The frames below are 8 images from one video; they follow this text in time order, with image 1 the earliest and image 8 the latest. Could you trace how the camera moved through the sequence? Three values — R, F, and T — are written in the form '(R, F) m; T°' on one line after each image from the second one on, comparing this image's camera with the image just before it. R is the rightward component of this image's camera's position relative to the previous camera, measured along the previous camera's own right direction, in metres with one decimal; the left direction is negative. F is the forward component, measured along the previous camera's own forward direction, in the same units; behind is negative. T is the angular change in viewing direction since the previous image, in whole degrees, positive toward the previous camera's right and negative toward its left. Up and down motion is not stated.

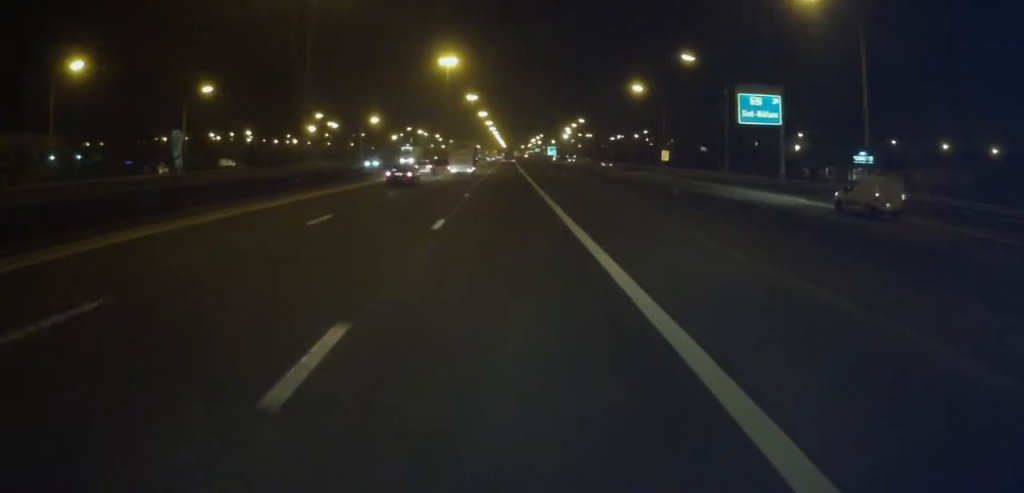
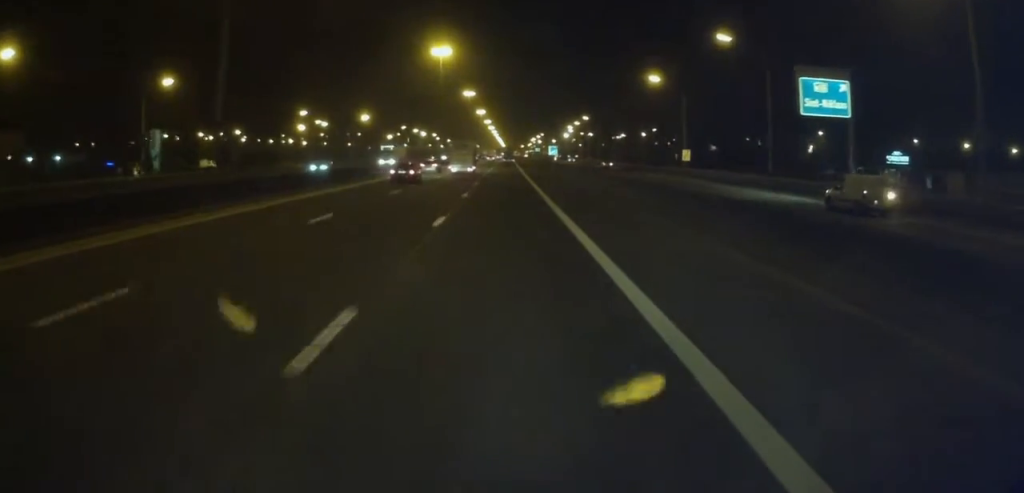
(0.0, +11.7) m; 0°
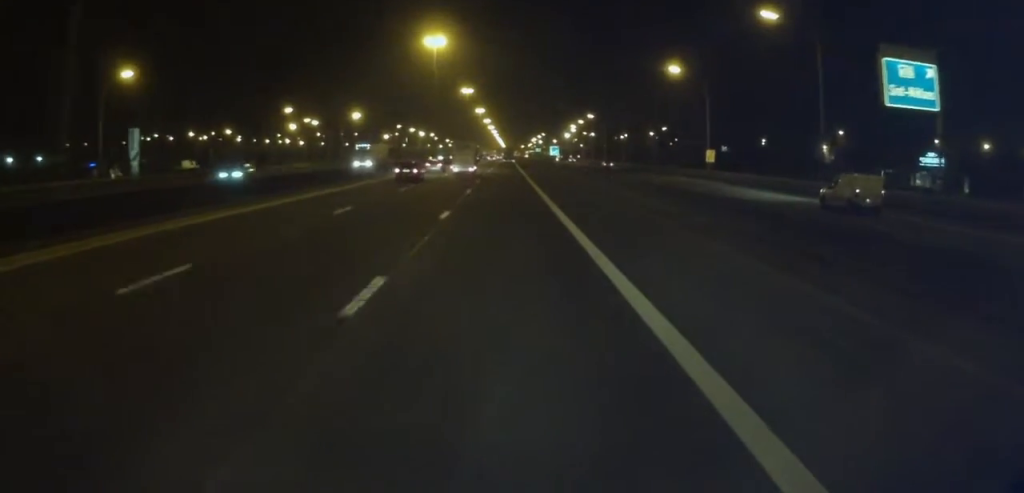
(0.0, +10.2) m; 0°
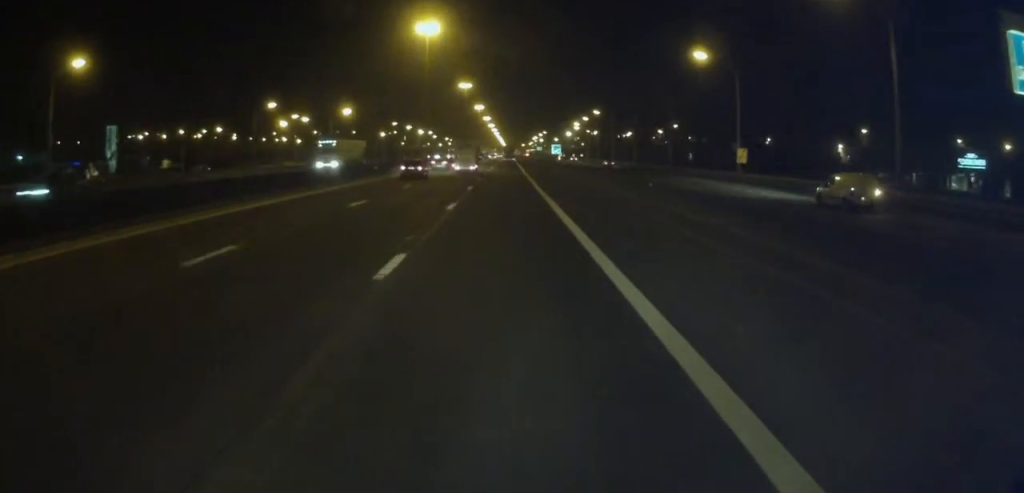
(0.0, +10.2) m; 0°
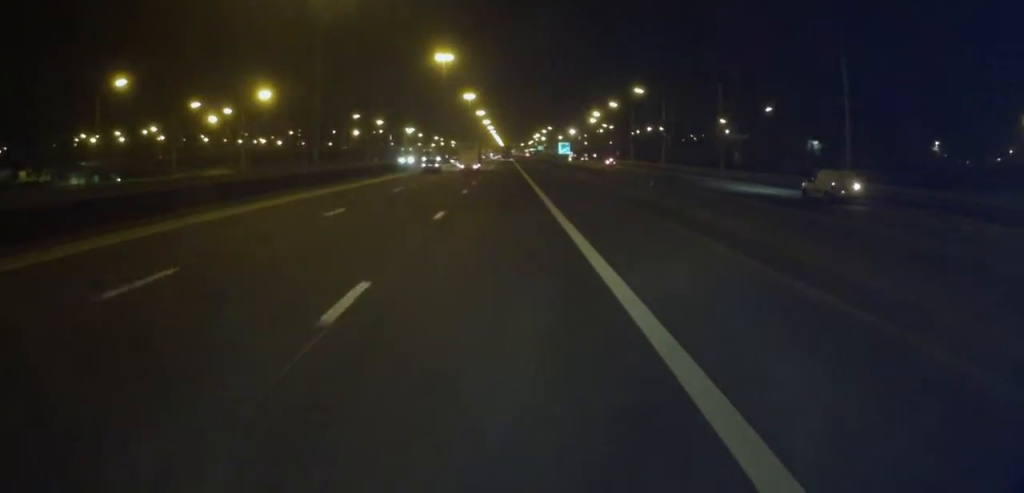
(-0.1, +52.7) m; +1°
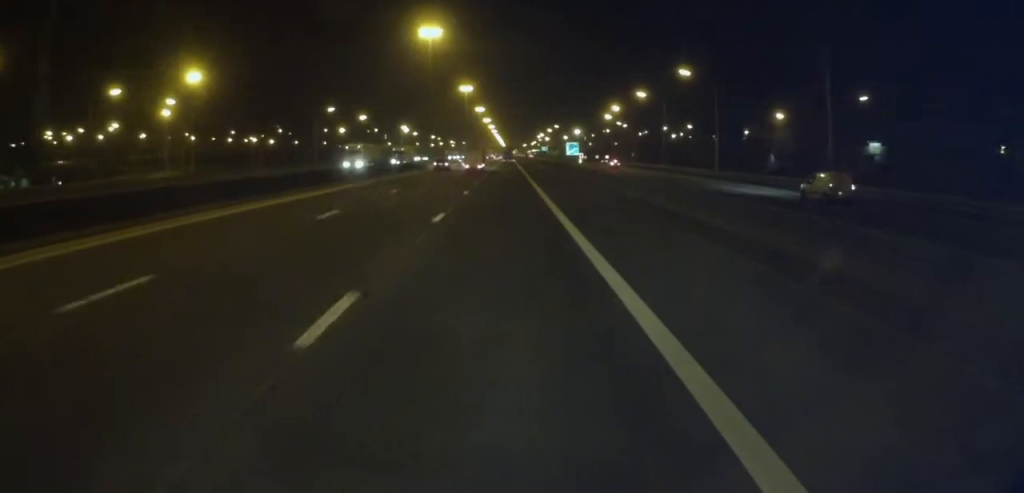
(+0.5, +26.0) m; 0°
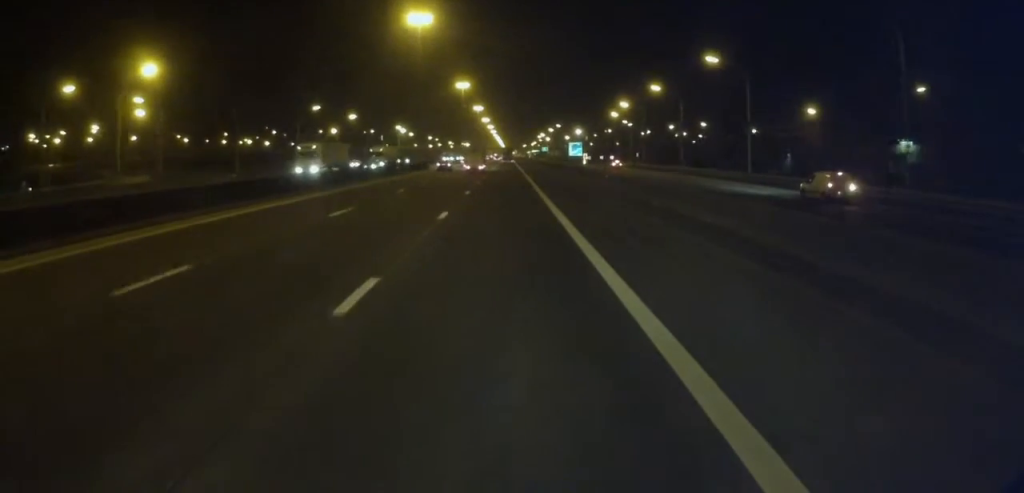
(-0.1, +11.1) m; 0°
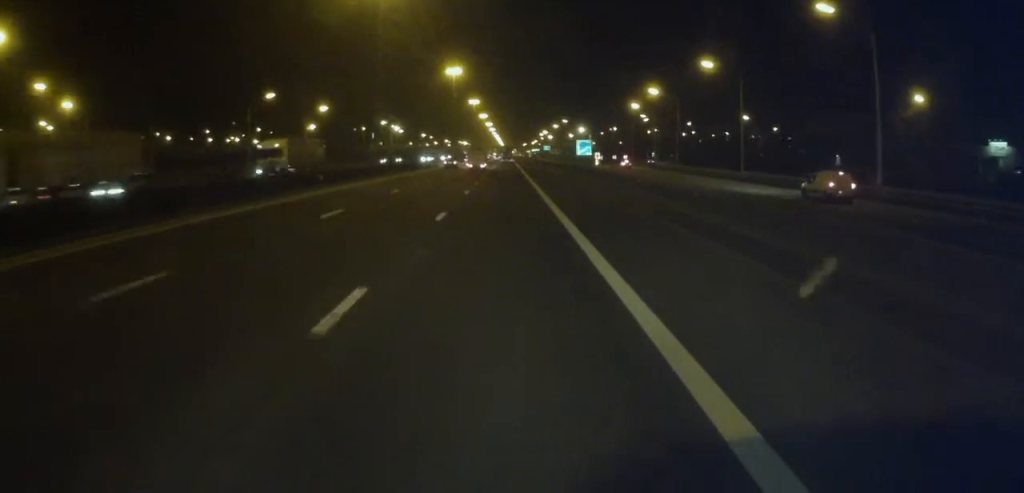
(-0.2, +26.3) m; 0°
